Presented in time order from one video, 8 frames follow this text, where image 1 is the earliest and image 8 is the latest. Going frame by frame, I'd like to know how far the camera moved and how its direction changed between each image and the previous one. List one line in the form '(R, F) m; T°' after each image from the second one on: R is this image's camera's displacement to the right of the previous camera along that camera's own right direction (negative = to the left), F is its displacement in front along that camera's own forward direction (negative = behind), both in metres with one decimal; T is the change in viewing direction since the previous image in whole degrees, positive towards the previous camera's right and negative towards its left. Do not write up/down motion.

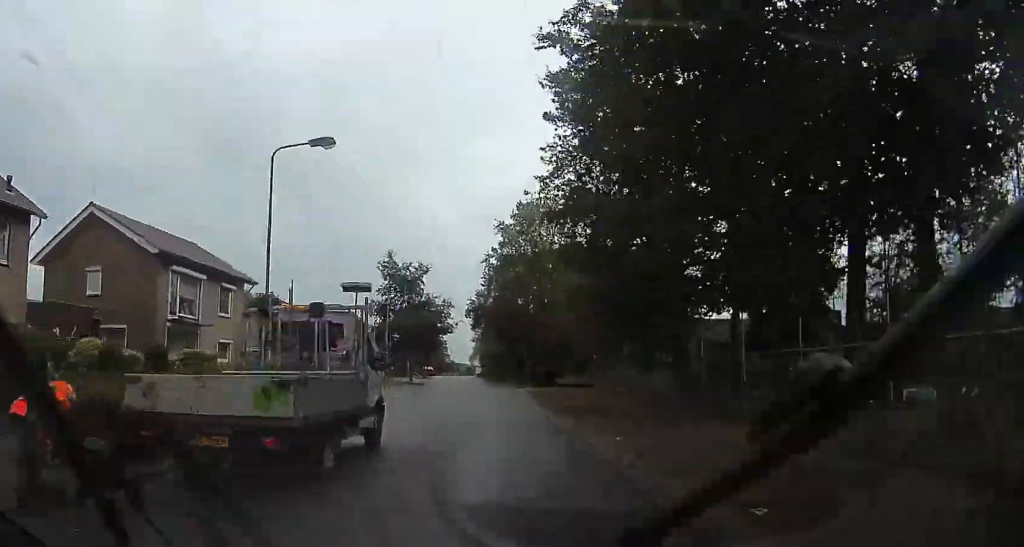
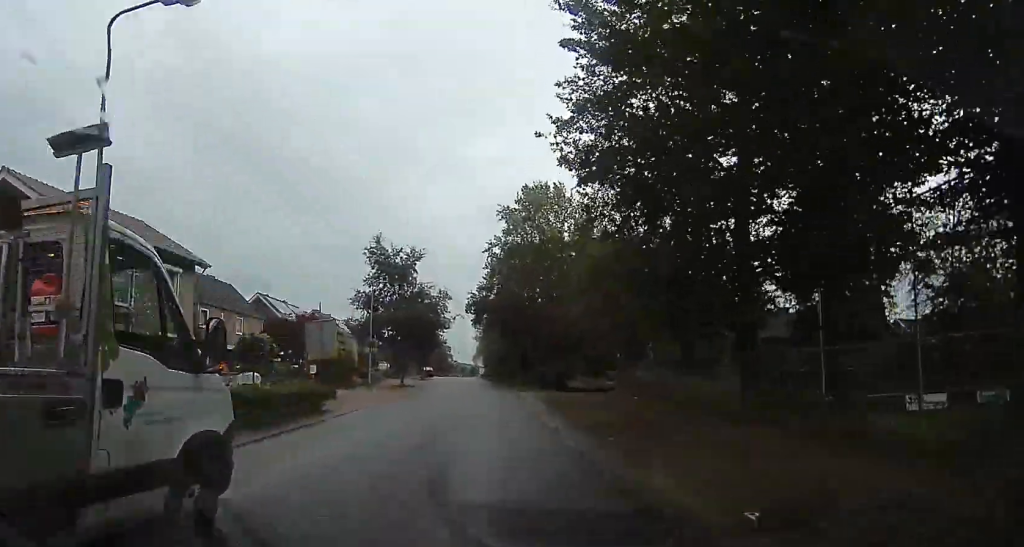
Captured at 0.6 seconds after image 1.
(+0.4, +6.0) m; -2°
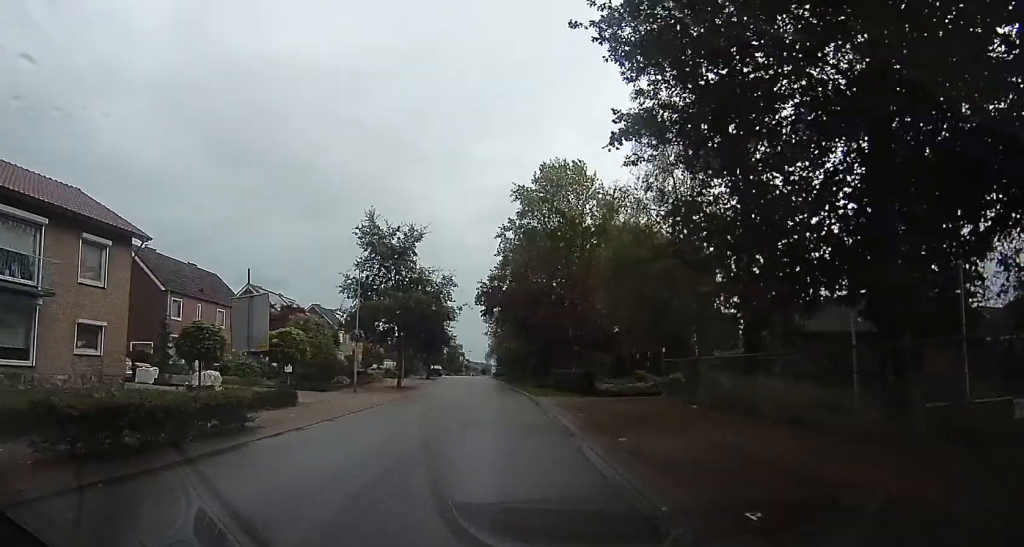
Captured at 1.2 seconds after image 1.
(+0.2, +6.1) m; -3°
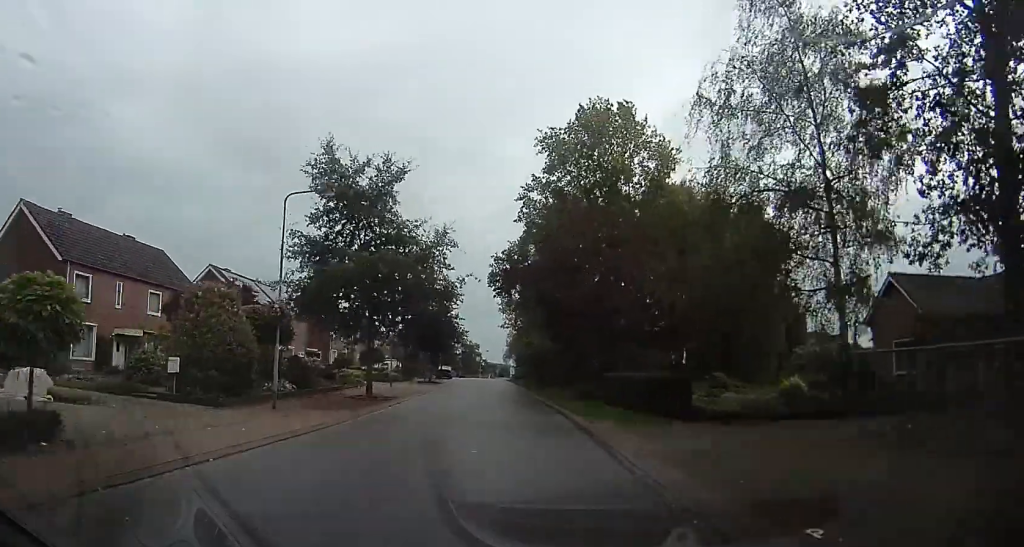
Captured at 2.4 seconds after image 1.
(-1.3, +12.5) m; -7°
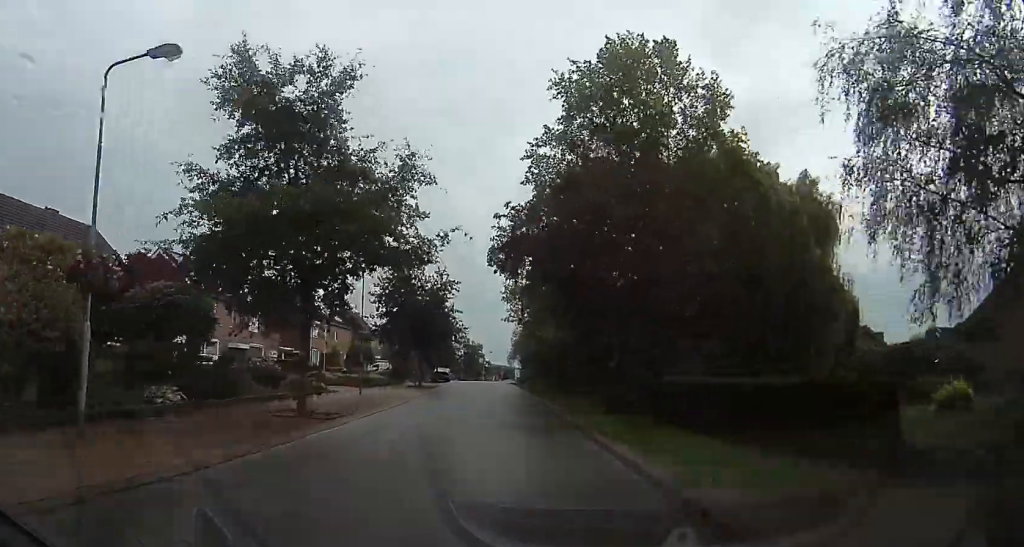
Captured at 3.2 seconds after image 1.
(-0.1, +8.8) m; -1°
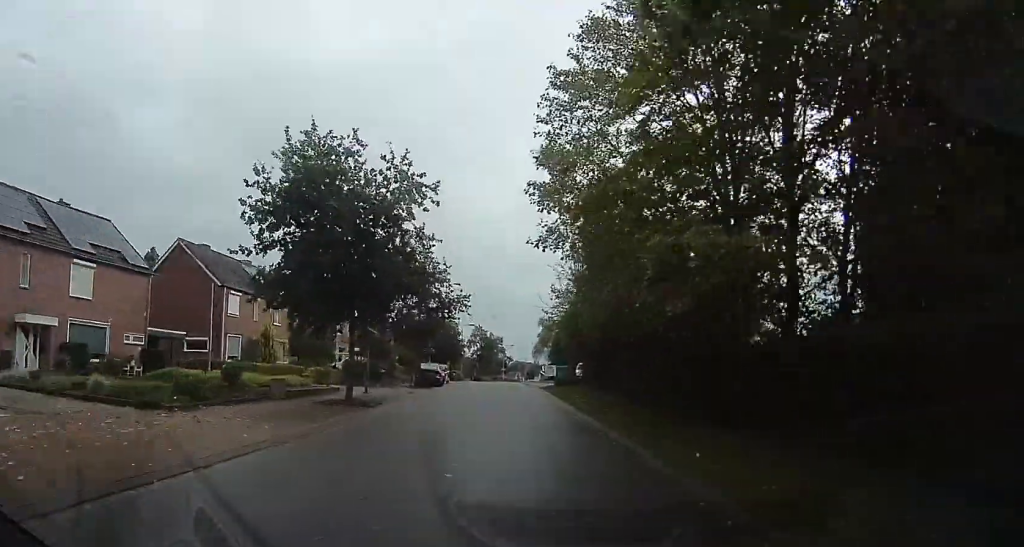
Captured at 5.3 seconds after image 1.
(+0.5, +23.8) m; +2°
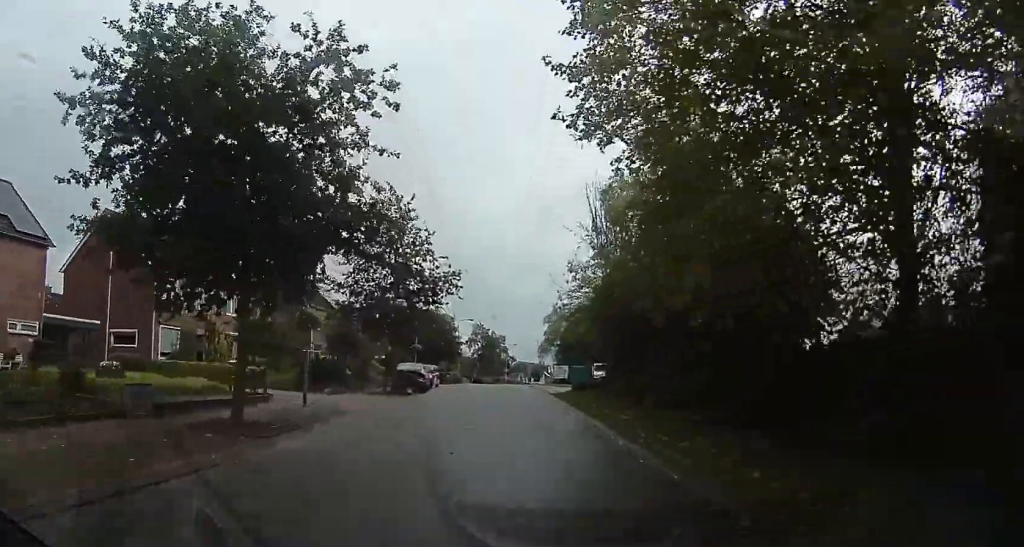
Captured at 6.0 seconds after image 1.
(0.0, +8.8) m; -1°
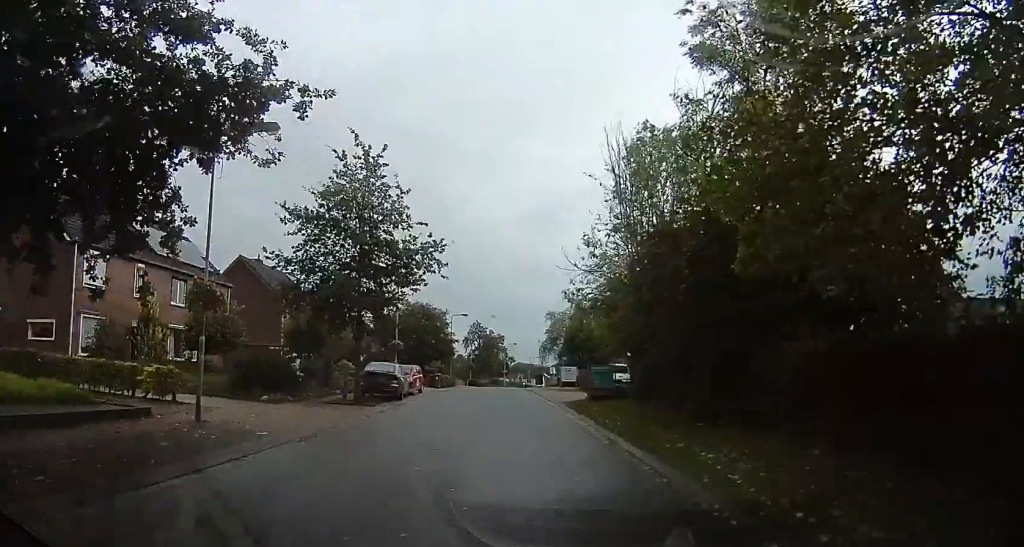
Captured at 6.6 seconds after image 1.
(-0.2, +6.8) m; 0°
